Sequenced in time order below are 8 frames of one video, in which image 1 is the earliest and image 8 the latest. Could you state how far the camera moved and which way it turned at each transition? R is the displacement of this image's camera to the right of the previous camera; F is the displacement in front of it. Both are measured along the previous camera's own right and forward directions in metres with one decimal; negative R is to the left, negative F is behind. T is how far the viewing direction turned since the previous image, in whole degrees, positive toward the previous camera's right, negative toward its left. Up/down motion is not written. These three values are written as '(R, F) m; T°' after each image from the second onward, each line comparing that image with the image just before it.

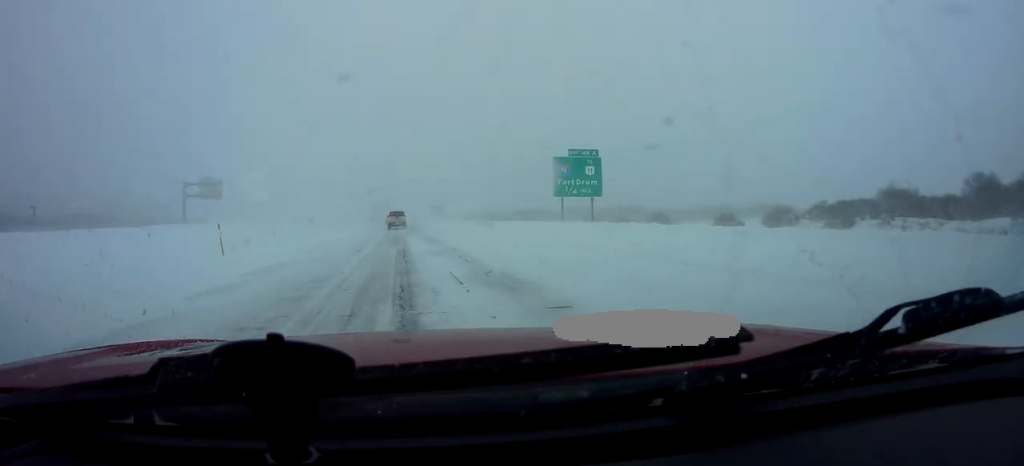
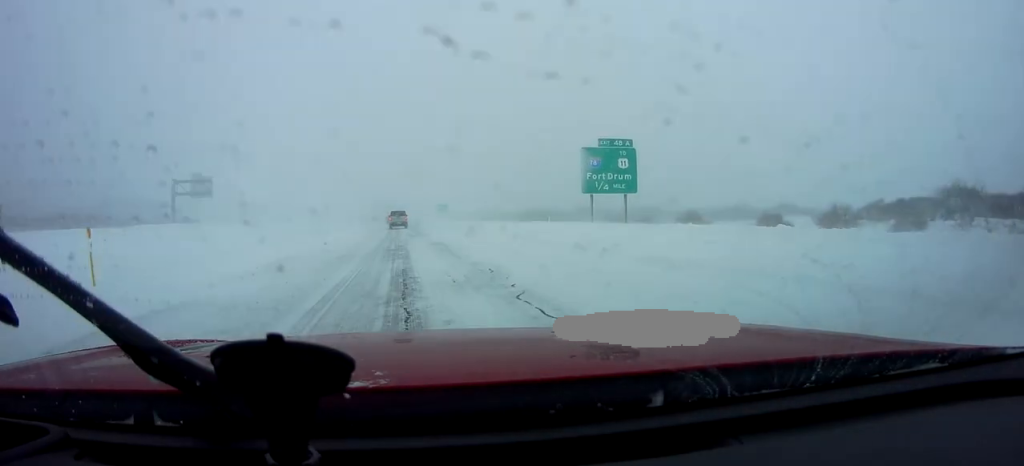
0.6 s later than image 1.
(0.0, +8.1) m; -1°
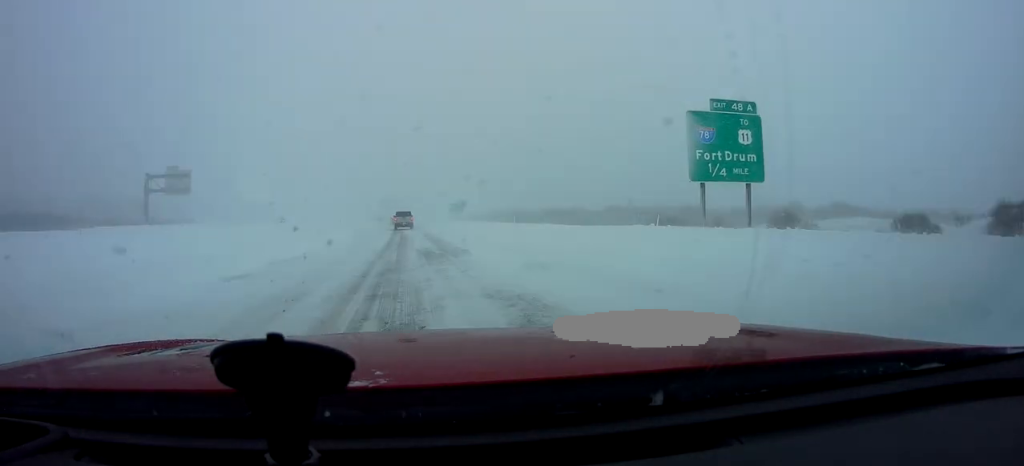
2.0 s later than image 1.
(-0.7, +17.5) m; -2°
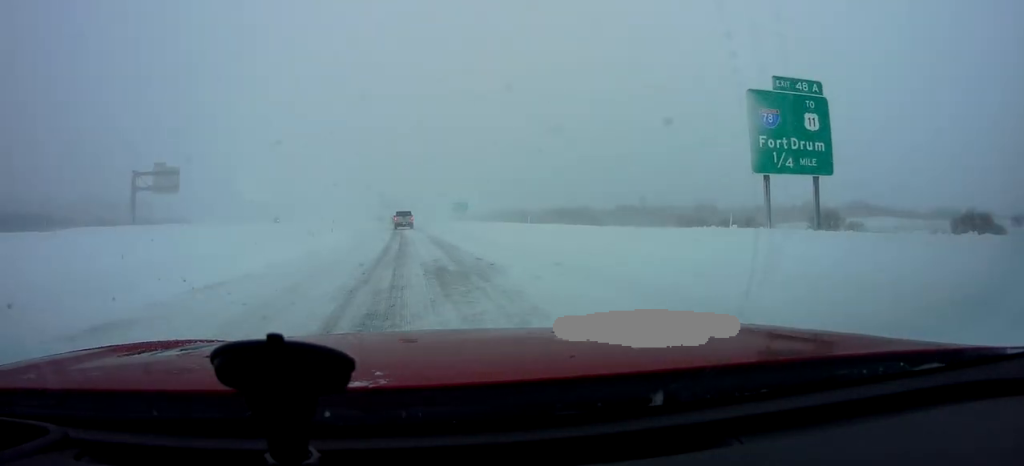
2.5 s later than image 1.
(0.0, +6.0) m; 0°
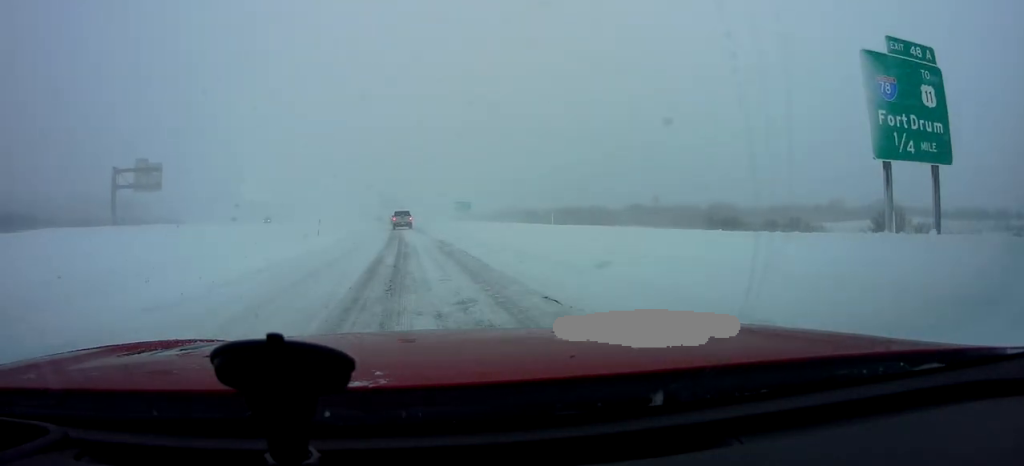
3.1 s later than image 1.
(+0.4, +7.7) m; 0°
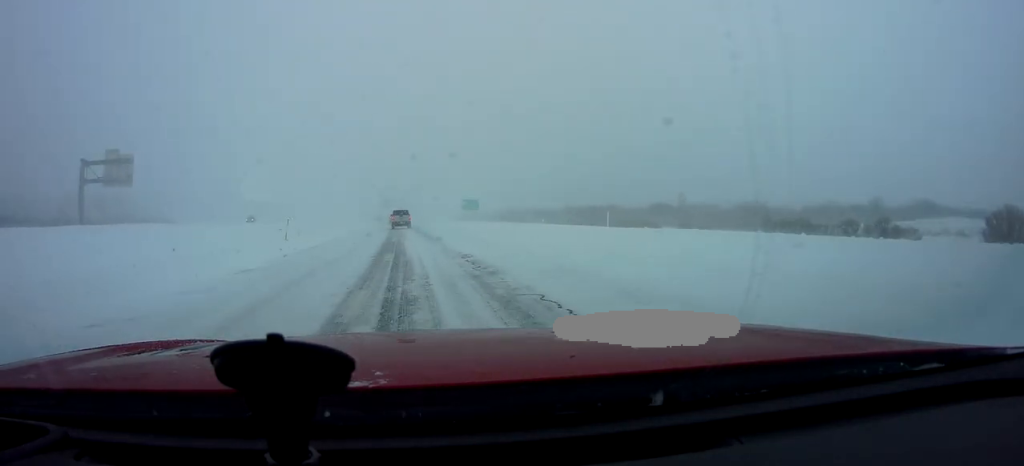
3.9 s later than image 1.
(-0.4, +11.2) m; 0°
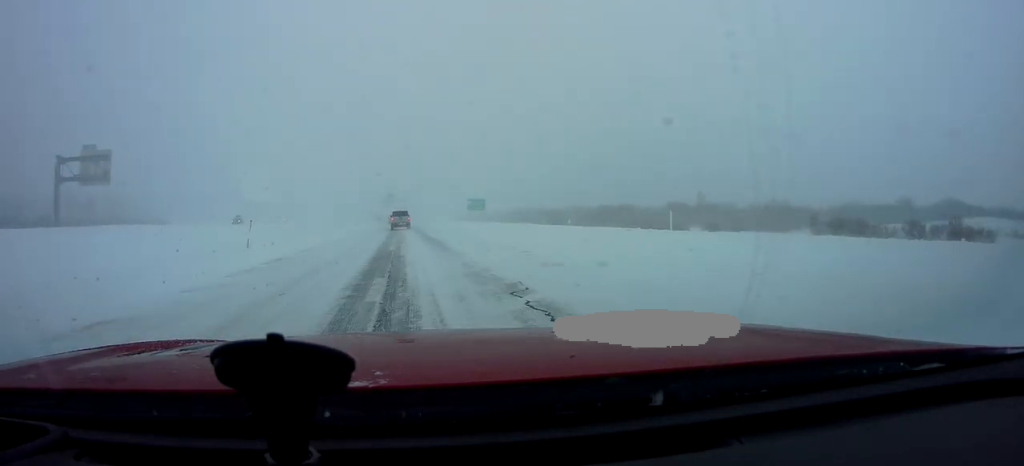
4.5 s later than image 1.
(0.0, +7.3) m; 0°
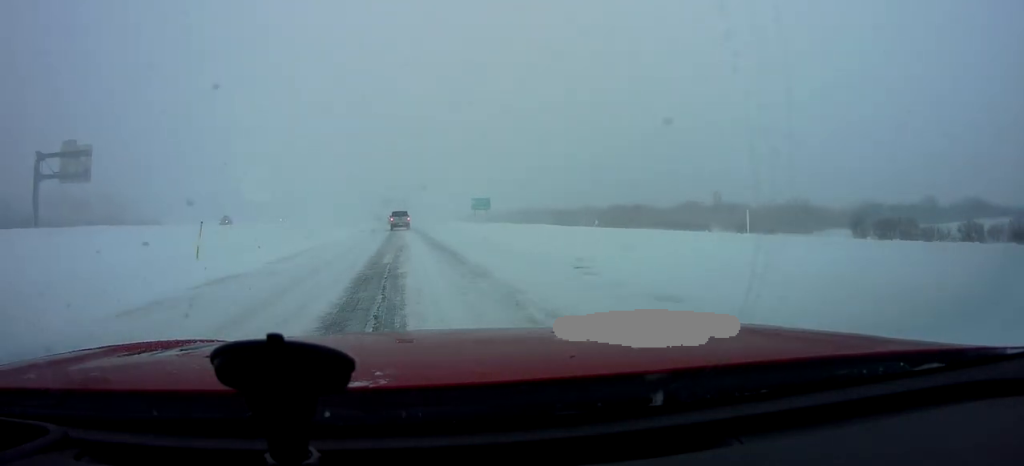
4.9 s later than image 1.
(+0.3, +5.6) m; 0°
